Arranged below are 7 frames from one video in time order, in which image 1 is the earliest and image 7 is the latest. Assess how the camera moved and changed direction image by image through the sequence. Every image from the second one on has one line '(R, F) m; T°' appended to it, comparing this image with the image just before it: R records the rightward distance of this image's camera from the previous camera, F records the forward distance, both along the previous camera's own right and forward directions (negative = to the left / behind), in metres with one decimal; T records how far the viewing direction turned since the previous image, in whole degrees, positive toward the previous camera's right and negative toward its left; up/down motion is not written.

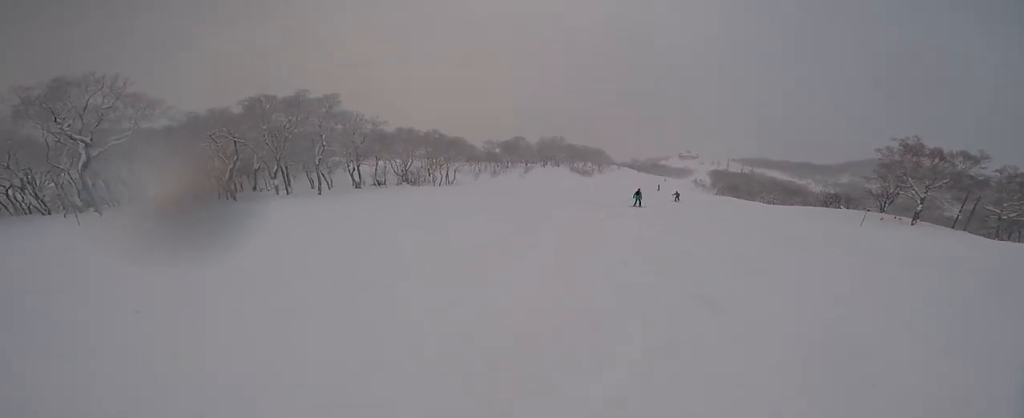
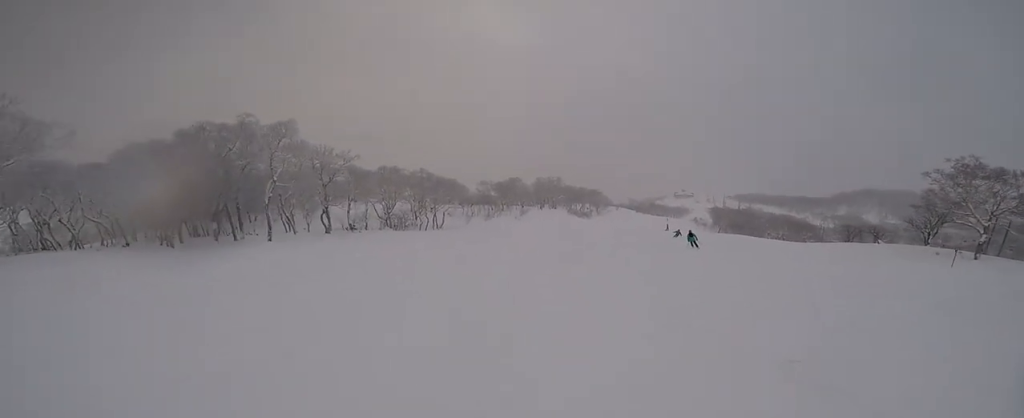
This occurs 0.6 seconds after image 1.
(-0.1, +7.1) m; -1°
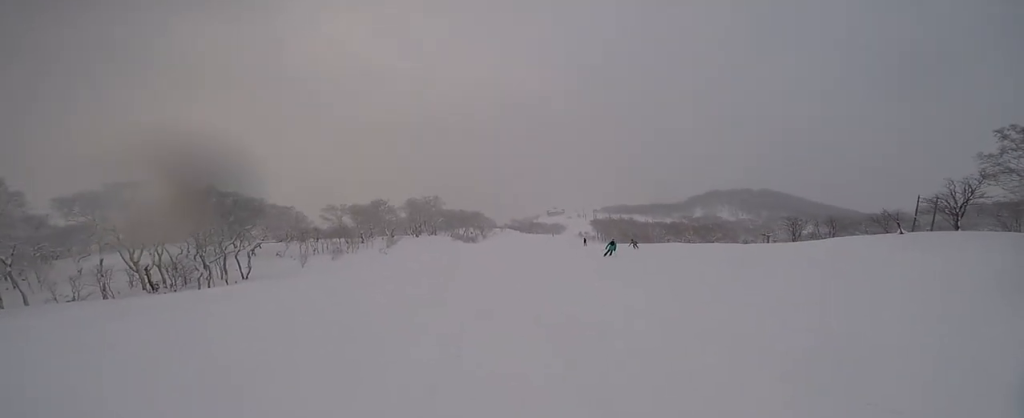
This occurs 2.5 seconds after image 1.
(-0.6, +21.9) m; -1°
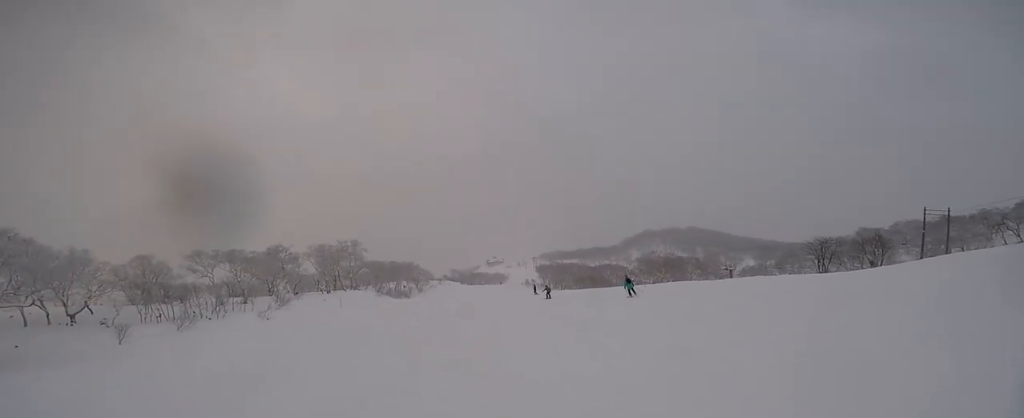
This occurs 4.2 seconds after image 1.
(+2.2, +17.5) m; +14°
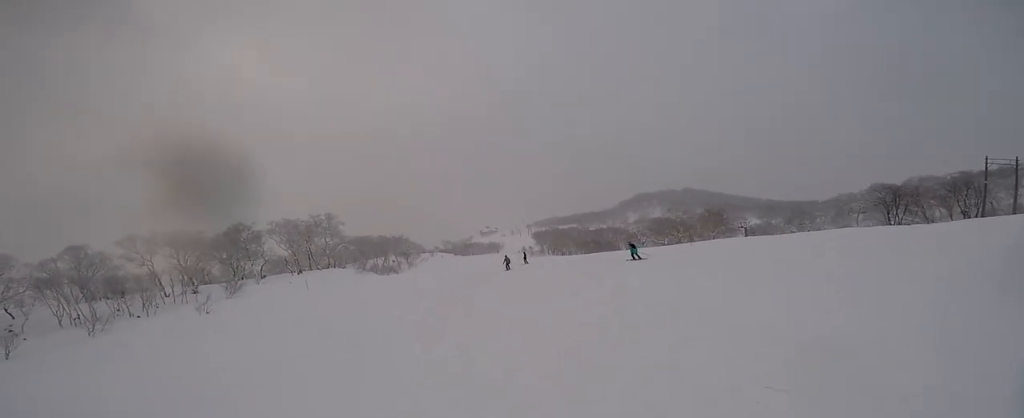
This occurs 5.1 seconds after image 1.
(+0.4, +9.0) m; +3°
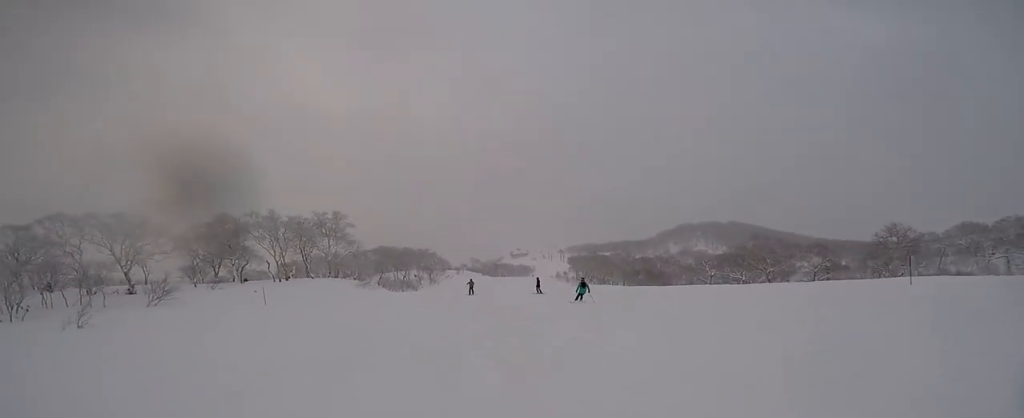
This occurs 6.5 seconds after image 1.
(0.0, +14.1) m; 0°
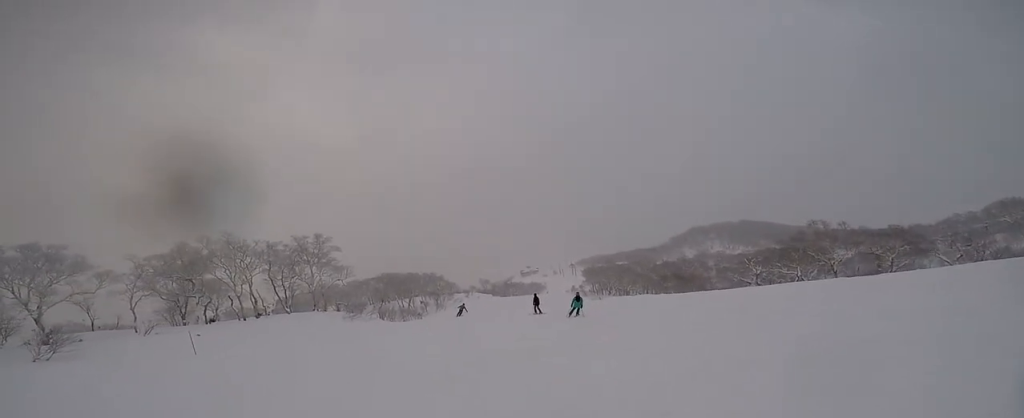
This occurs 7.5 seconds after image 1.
(0.0, +9.4) m; +1°
